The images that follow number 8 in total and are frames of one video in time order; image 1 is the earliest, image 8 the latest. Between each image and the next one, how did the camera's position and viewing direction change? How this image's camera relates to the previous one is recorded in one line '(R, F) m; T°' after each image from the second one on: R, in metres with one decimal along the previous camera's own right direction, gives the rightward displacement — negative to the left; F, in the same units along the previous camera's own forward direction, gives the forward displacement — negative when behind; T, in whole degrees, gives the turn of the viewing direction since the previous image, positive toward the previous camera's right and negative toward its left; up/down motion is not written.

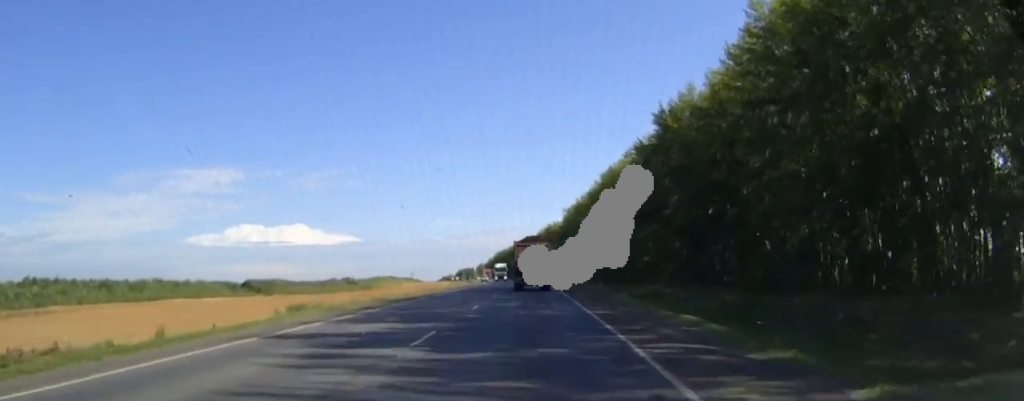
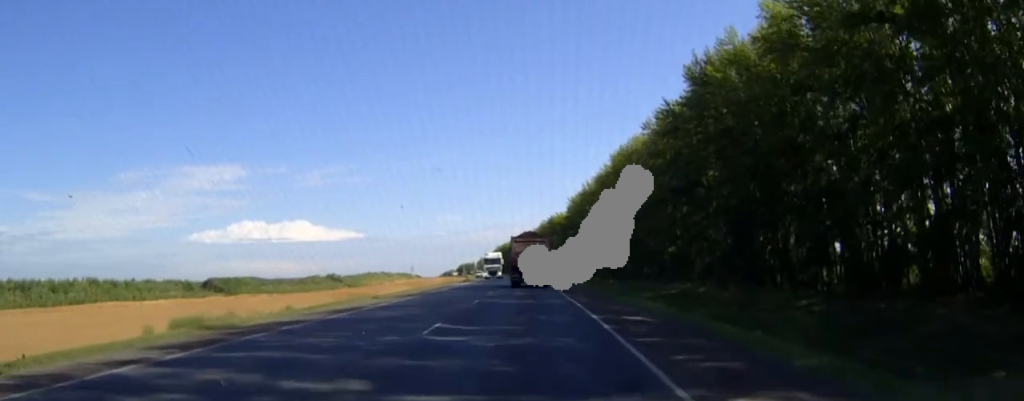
(0.0, +22.1) m; 0°
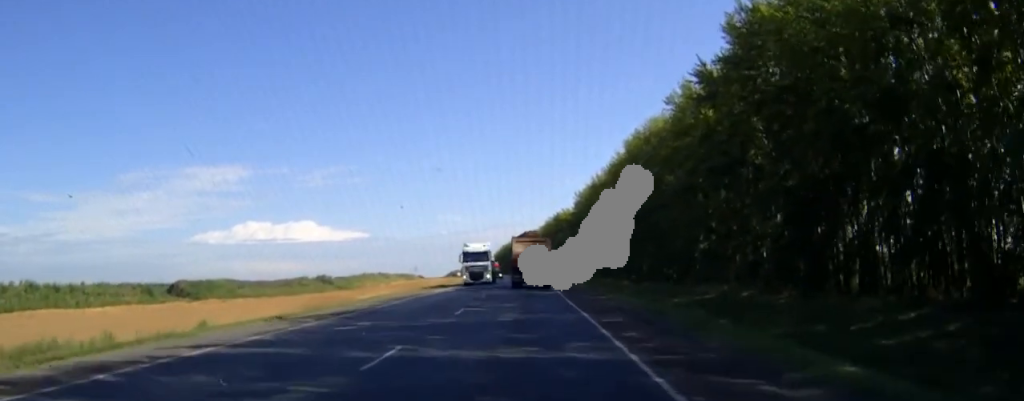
(-0.1, +17.1) m; 0°
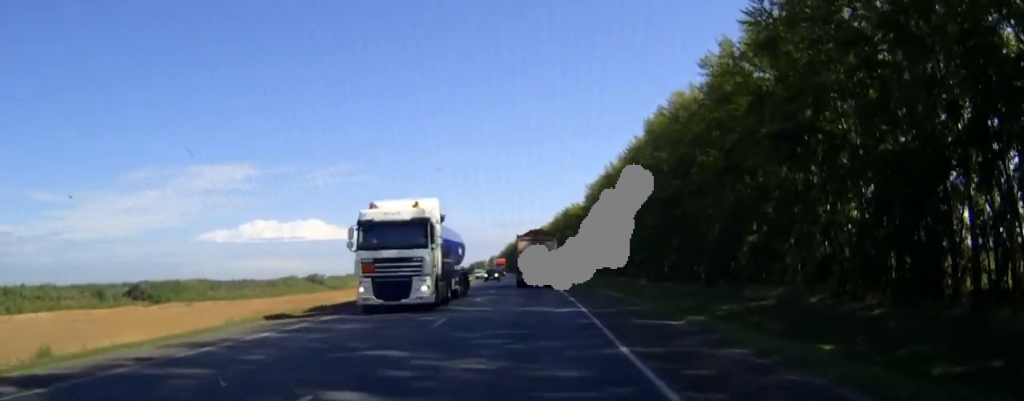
(-0.1, +17.1) m; -1°
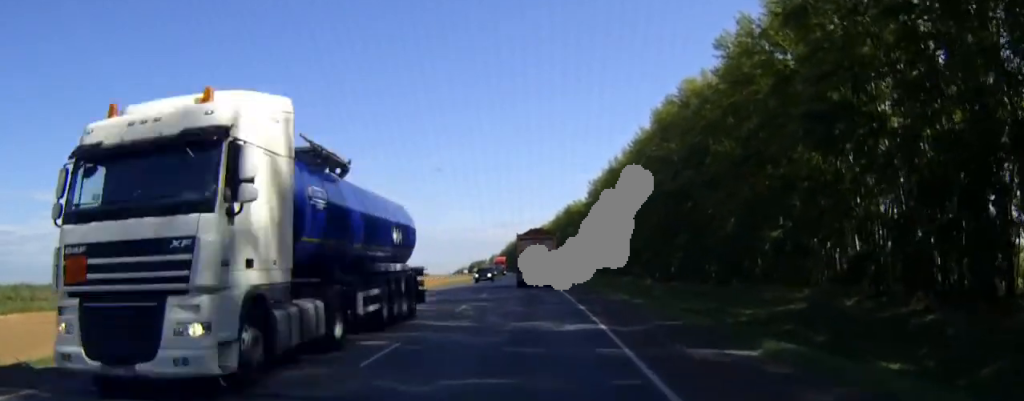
(0.0, +6.6) m; 0°
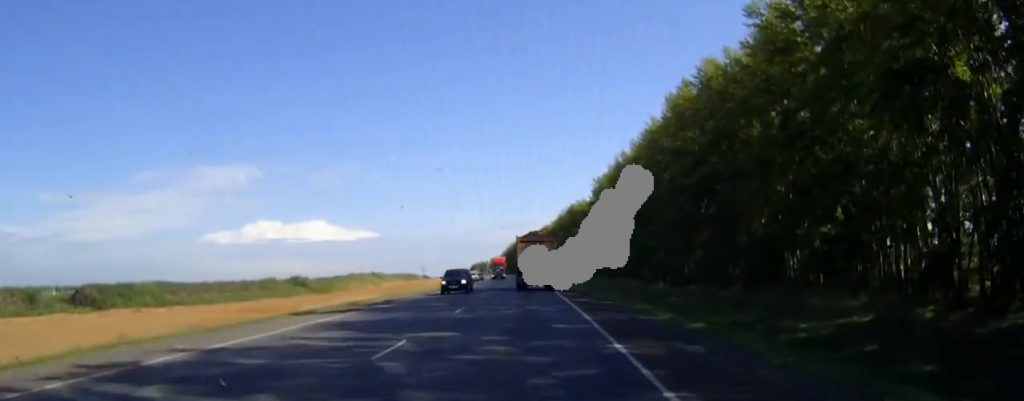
(-0.1, +11.0) m; 0°
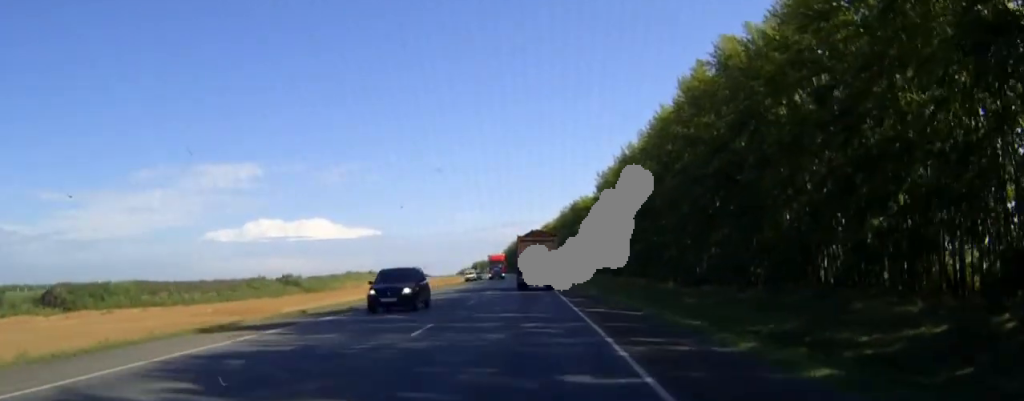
(0.0, +8.2) m; 0°
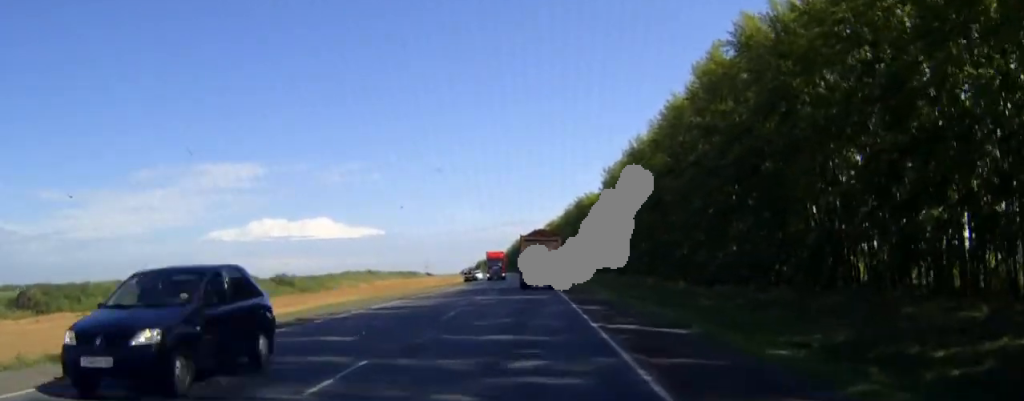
(0.0, +7.1) m; 0°
